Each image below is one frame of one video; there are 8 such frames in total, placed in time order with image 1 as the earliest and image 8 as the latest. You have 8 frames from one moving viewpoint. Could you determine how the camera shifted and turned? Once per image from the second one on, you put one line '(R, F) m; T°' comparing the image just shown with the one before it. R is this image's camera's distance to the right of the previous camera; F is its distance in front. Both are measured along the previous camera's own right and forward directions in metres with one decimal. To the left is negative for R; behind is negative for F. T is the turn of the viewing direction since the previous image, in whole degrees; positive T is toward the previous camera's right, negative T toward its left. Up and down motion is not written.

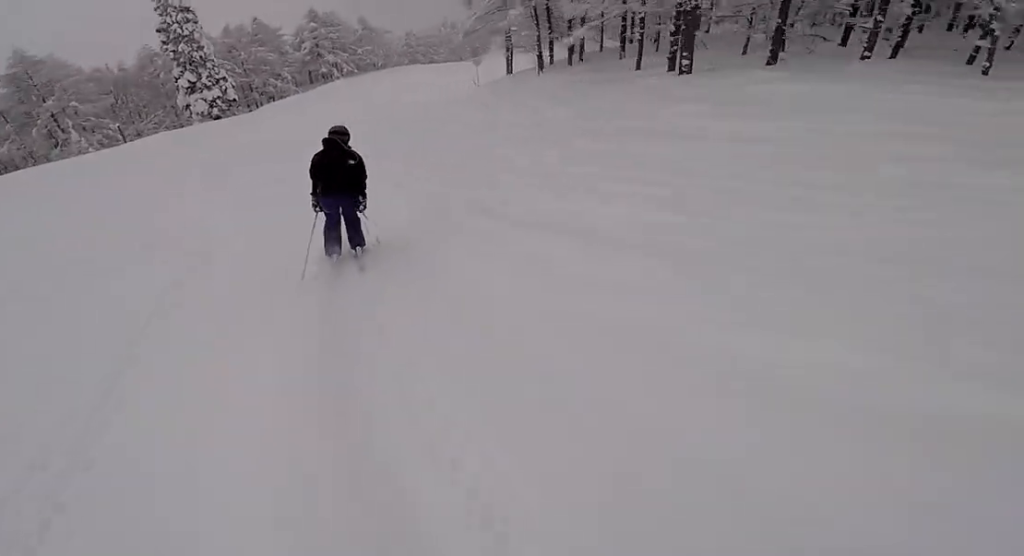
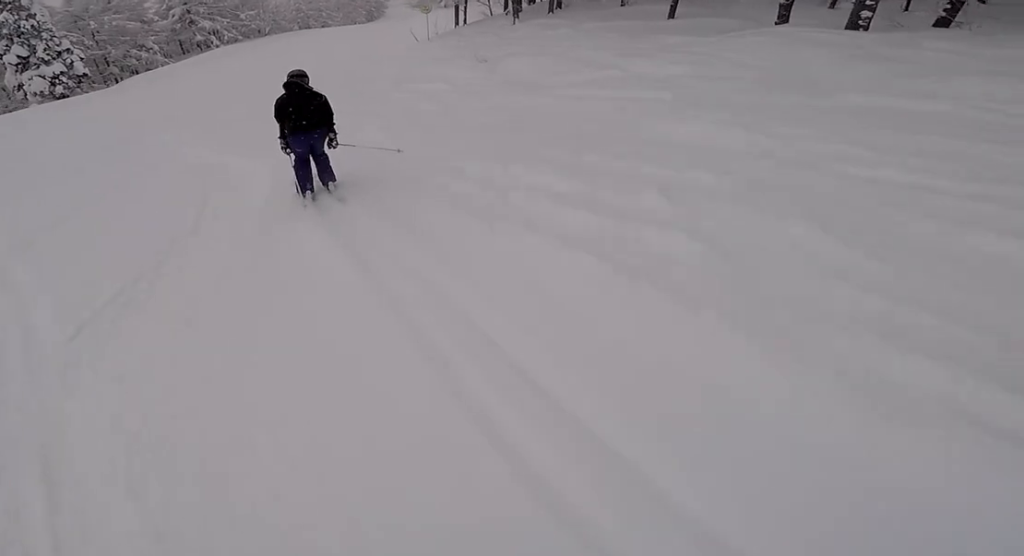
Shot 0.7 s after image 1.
(+0.8, +7.0) m; +13°
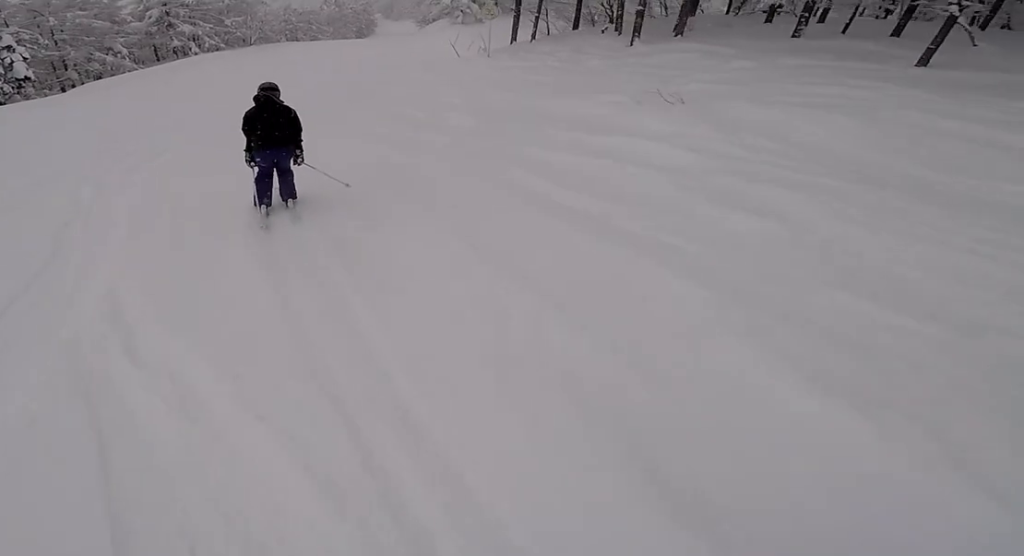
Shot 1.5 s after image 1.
(+0.9, +7.2) m; +6°
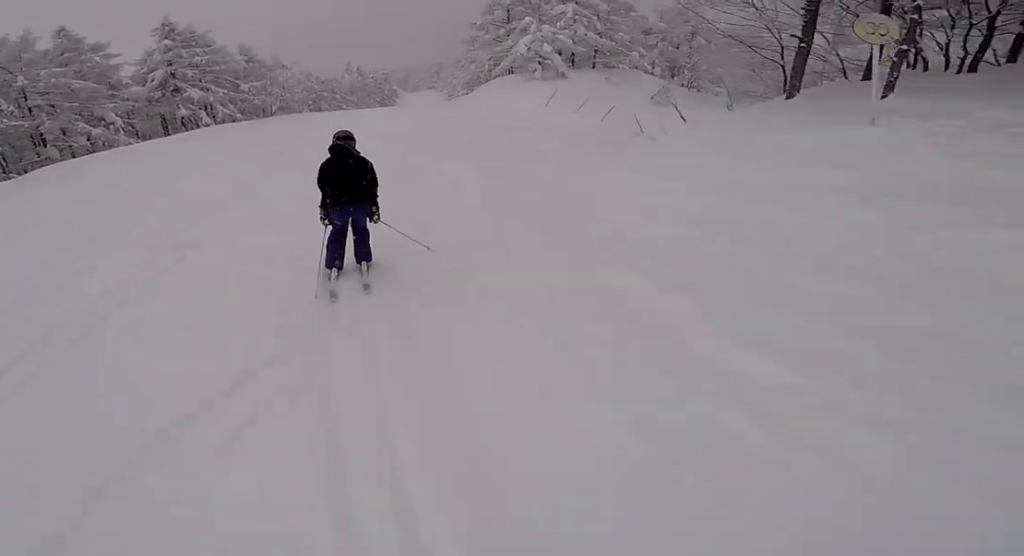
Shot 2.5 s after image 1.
(+0.1, +10.7) m; +1°
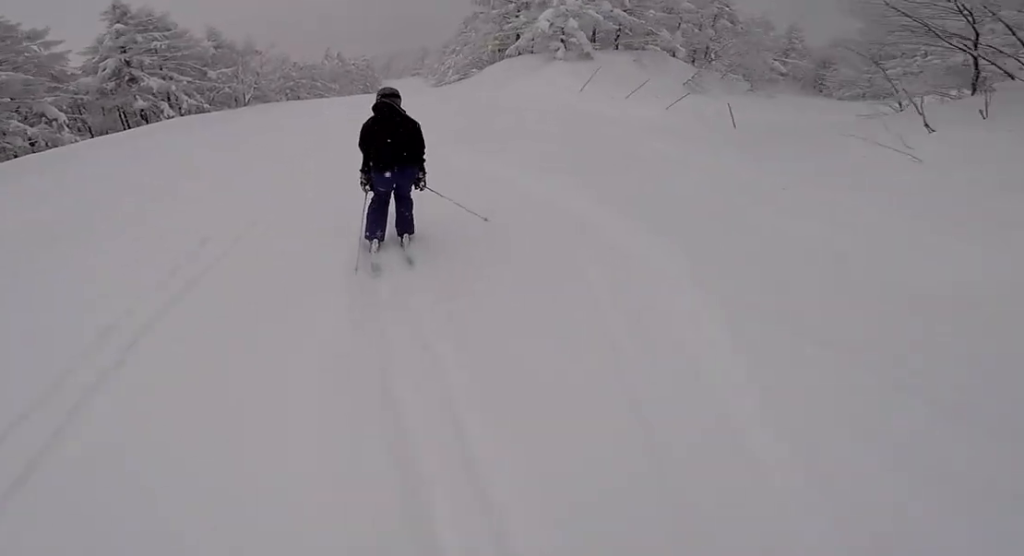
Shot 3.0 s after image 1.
(0.0, +4.3) m; 0°
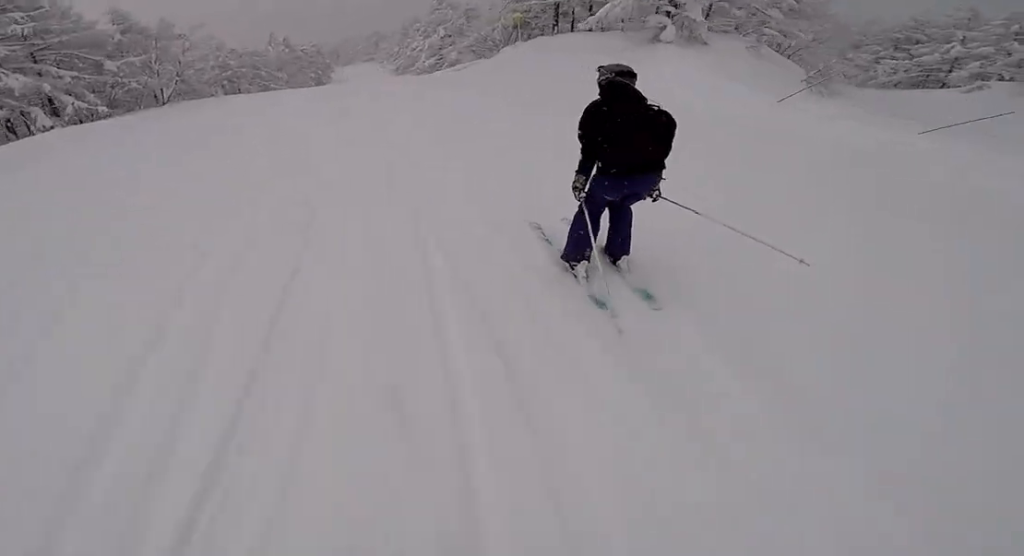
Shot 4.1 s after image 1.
(0.0, +11.0) m; +6°
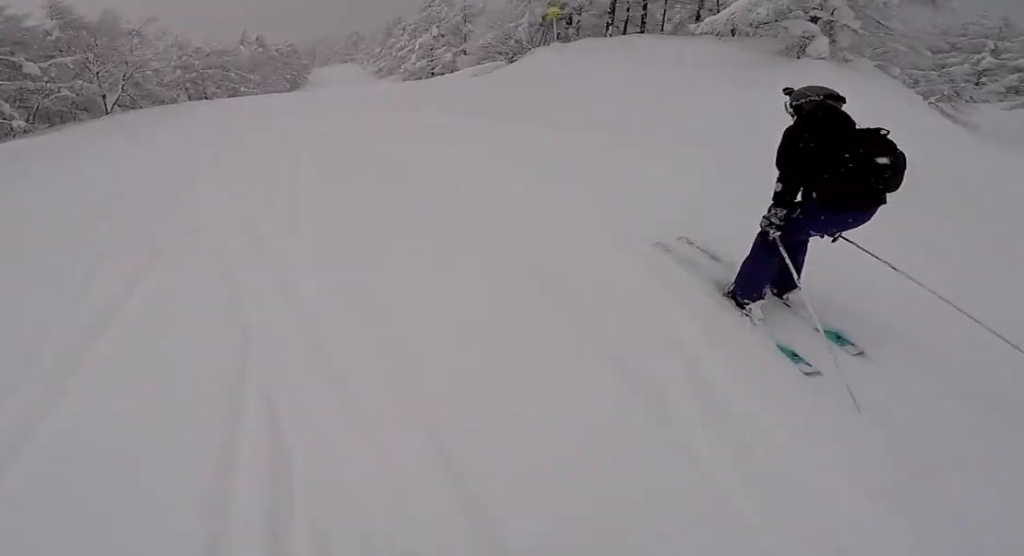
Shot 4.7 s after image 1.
(-0.1, +6.0) m; +5°
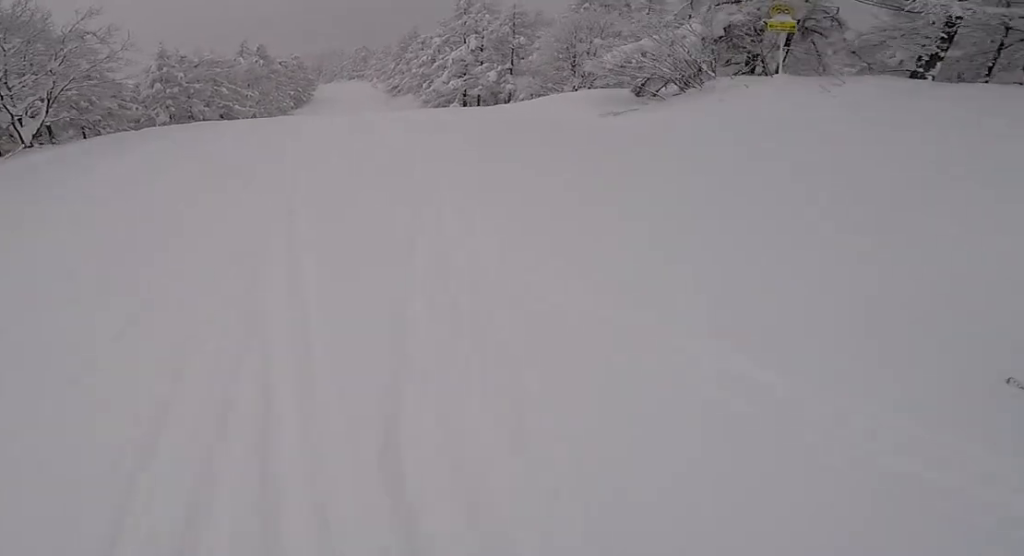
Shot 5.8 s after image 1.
(+1.2, +10.4) m; -1°
